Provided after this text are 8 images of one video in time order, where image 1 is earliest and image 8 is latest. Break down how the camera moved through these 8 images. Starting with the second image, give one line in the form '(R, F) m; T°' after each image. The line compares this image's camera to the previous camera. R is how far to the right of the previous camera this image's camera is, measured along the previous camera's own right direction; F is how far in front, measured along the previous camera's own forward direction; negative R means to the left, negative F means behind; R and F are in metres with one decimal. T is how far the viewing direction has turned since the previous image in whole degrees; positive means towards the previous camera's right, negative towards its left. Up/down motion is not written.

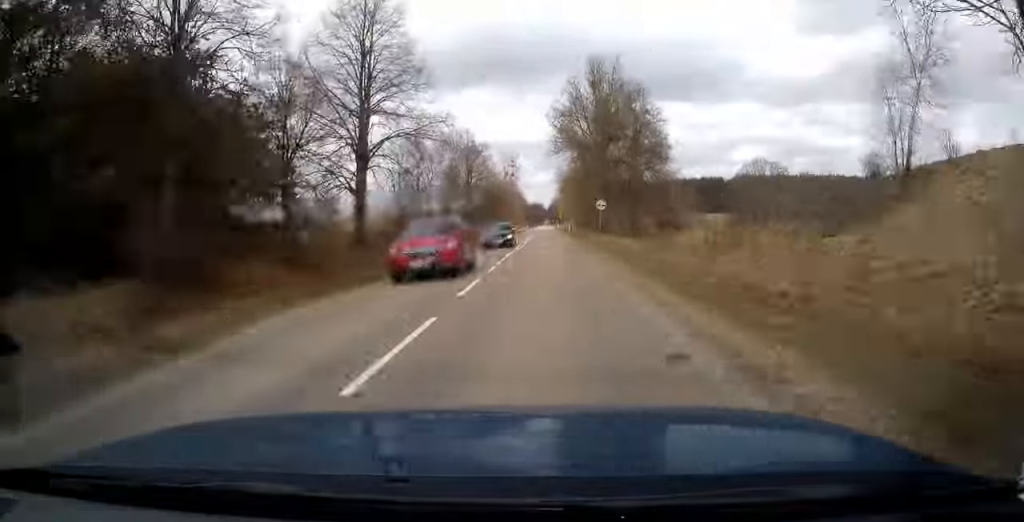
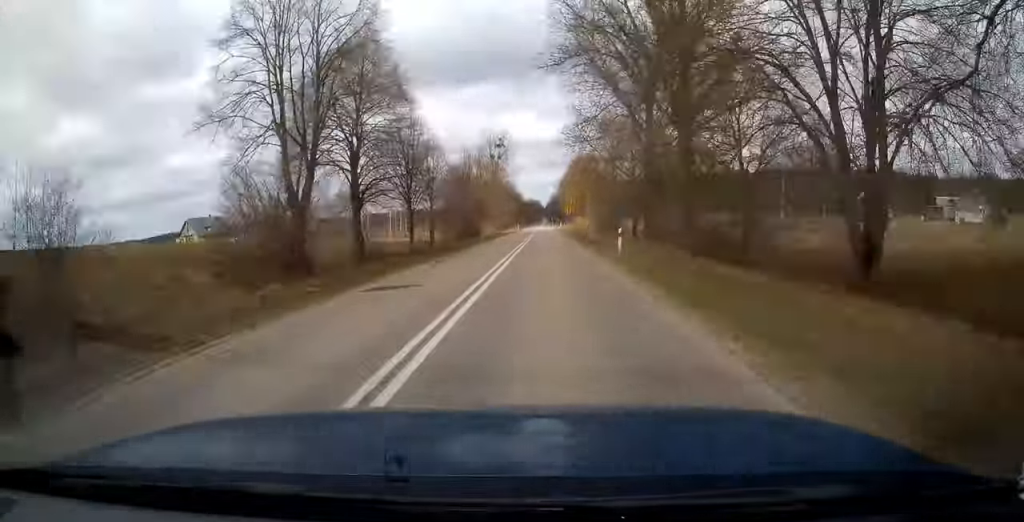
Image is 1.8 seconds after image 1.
(0.0, +51.0) m; 0°
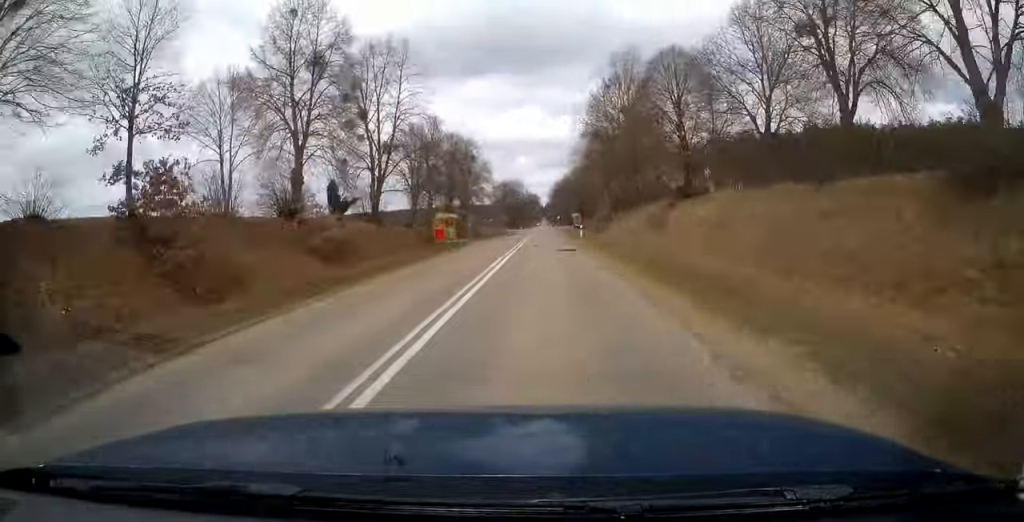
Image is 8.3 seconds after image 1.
(0.0, +180.4) m; 0°
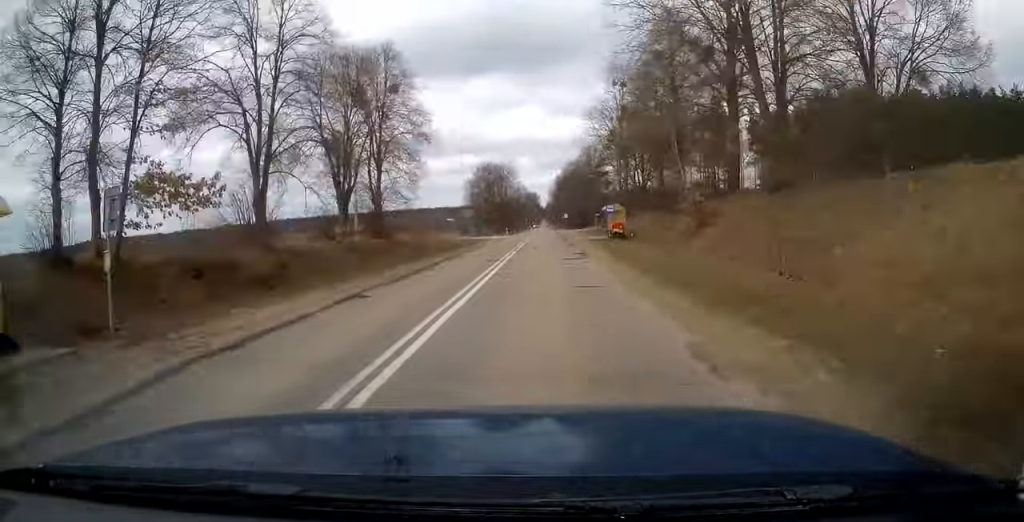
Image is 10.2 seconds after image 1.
(+0.1, +51.5) m; 0°
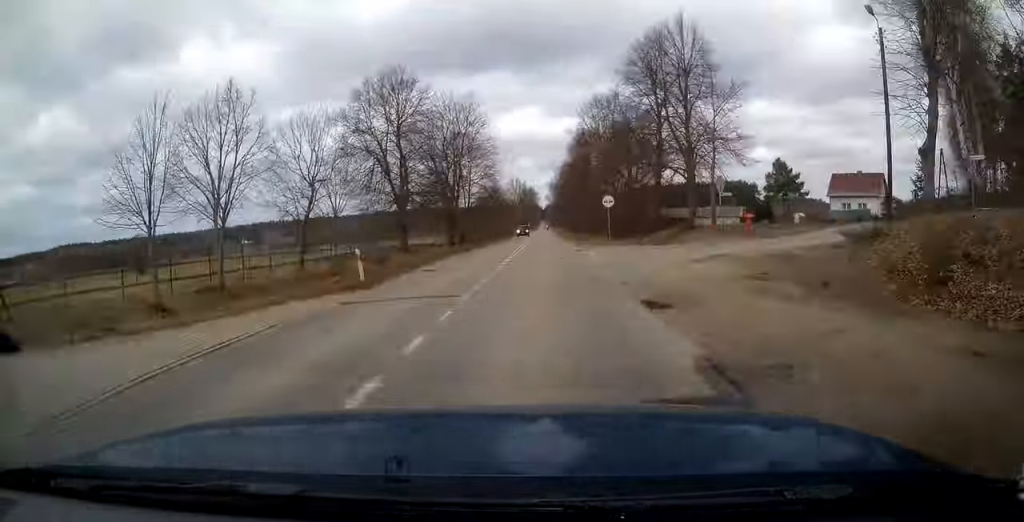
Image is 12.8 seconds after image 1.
(0.0, +72.7) m; 0°
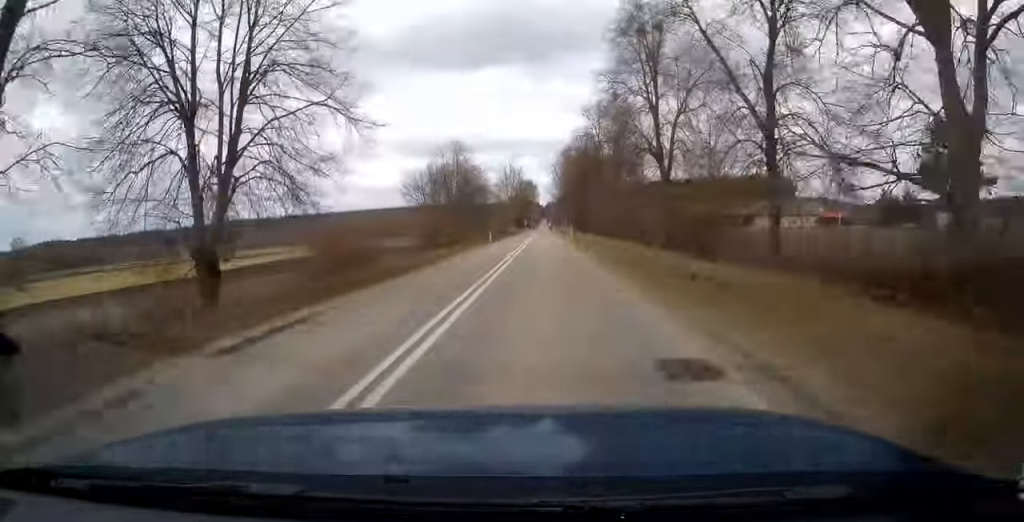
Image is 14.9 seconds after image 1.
(0.0, +57.0) m; 0°
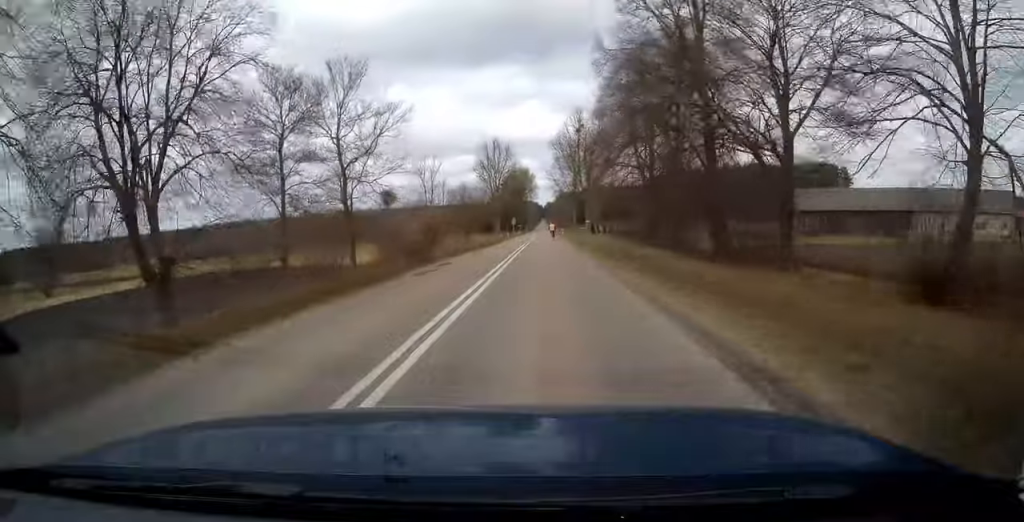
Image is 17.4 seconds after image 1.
(-0.1, +68.9) m; 0°
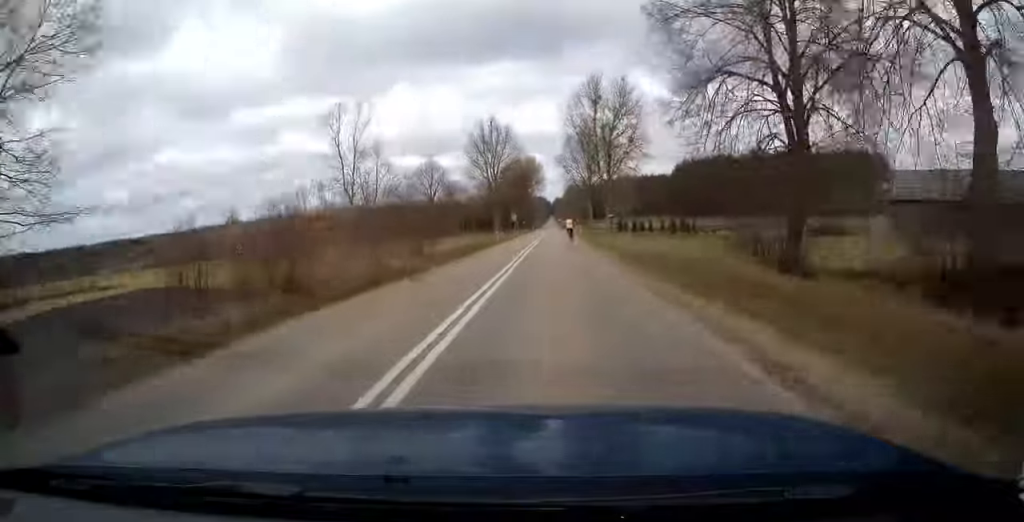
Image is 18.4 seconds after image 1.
(0.0, +27.5) m; 0°
